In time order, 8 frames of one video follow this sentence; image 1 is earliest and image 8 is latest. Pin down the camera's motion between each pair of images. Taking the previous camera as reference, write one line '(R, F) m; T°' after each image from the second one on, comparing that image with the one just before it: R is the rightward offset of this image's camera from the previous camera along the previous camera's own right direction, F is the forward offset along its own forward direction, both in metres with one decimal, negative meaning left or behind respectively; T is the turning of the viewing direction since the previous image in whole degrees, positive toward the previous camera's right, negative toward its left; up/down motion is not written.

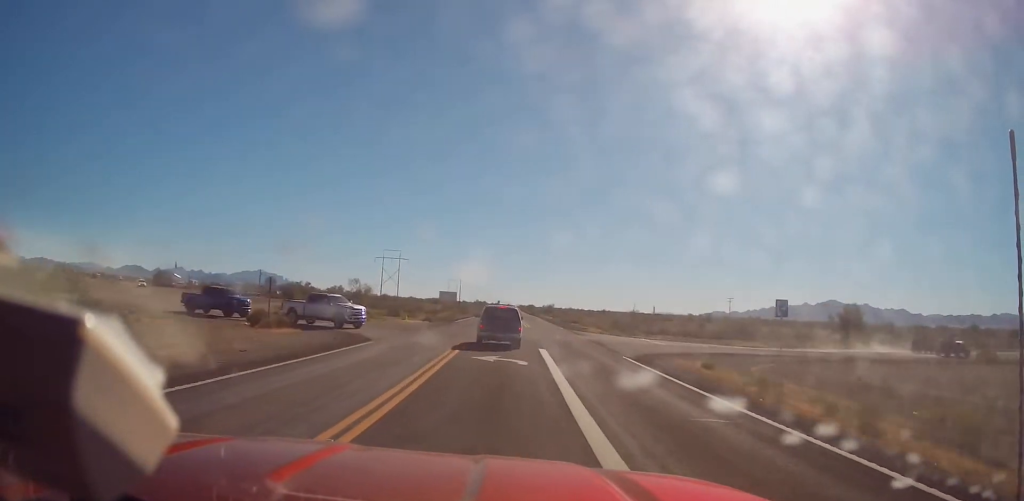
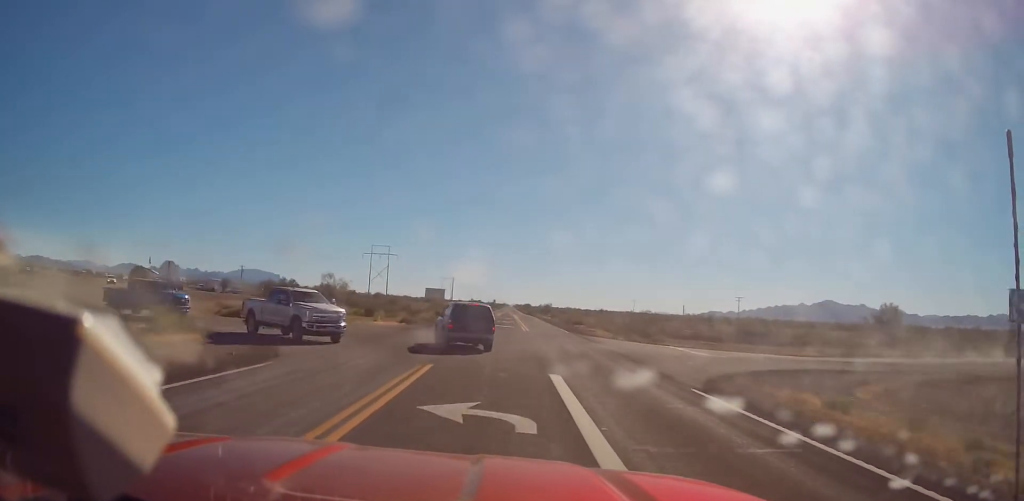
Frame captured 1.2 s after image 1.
(+0.2, +9.1) m; -4°
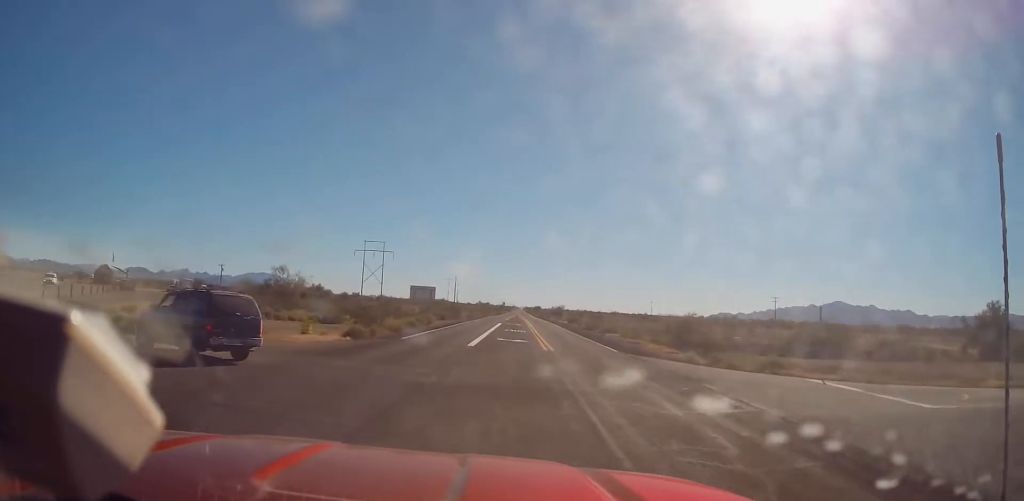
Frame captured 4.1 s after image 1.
(-1.5, +18.6) m; -20°
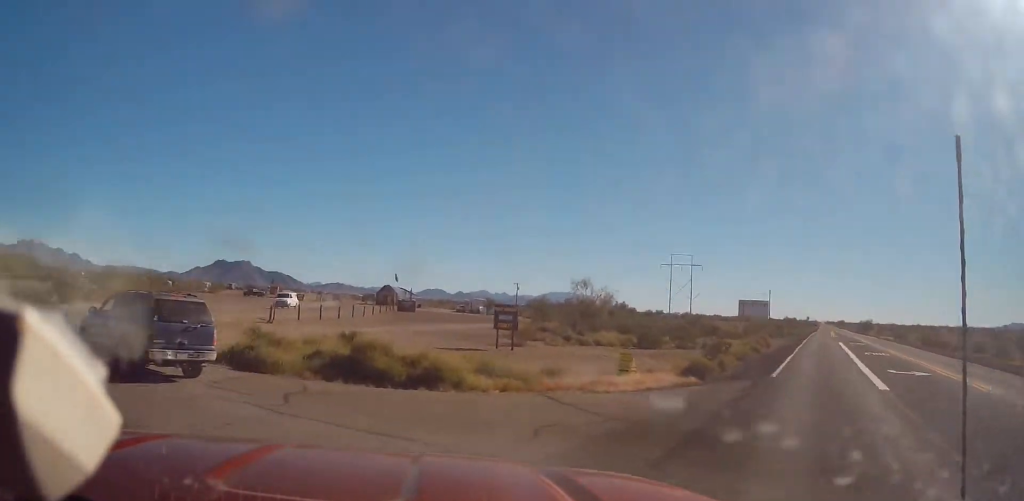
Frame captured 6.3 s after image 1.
(-1.5, +10.6) m; -22°
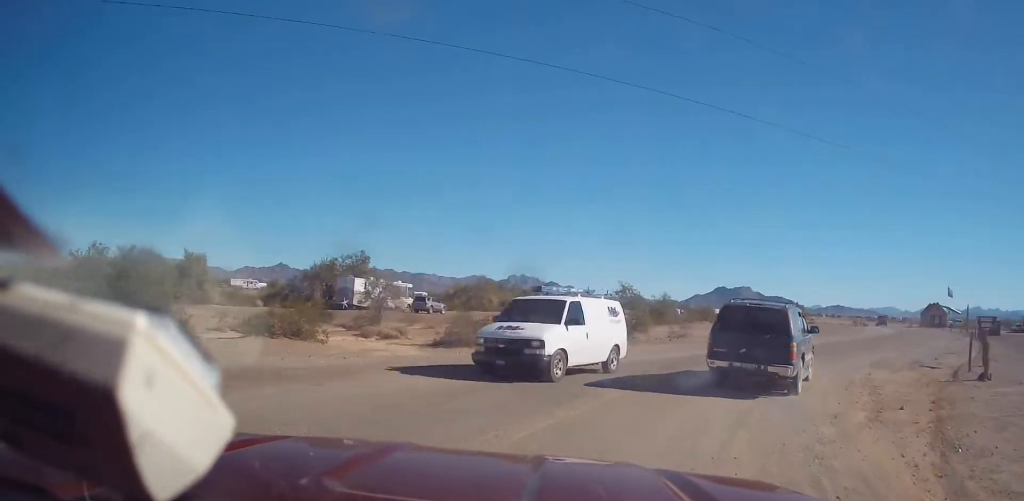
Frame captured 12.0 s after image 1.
(-6.9, +21.0) m; -7°
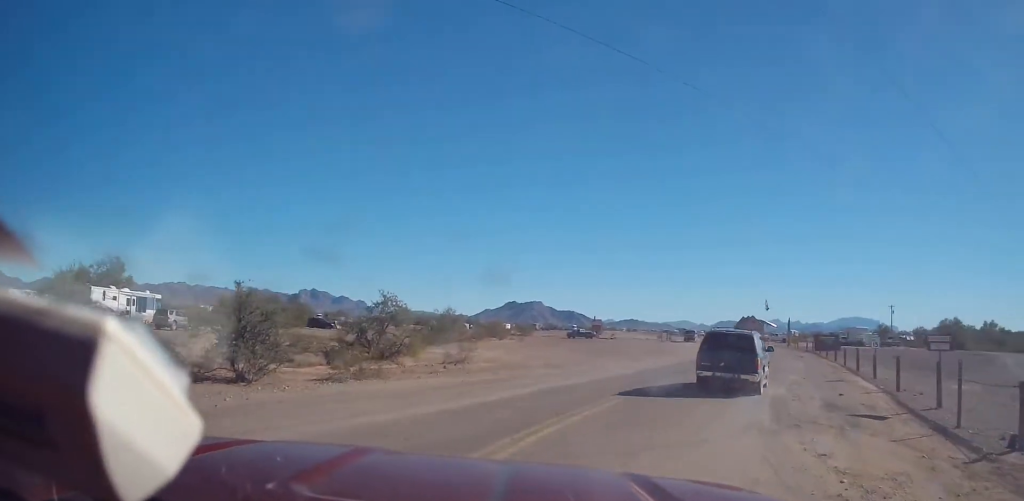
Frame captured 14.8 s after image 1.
(+1.6, +10.5) m; +15°
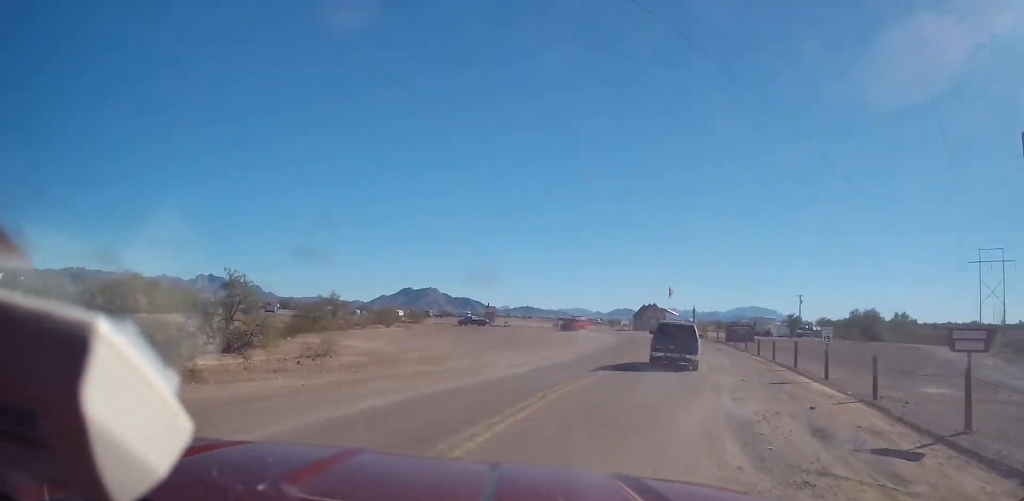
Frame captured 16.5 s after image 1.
(+0.6, +6.9) m; +5°
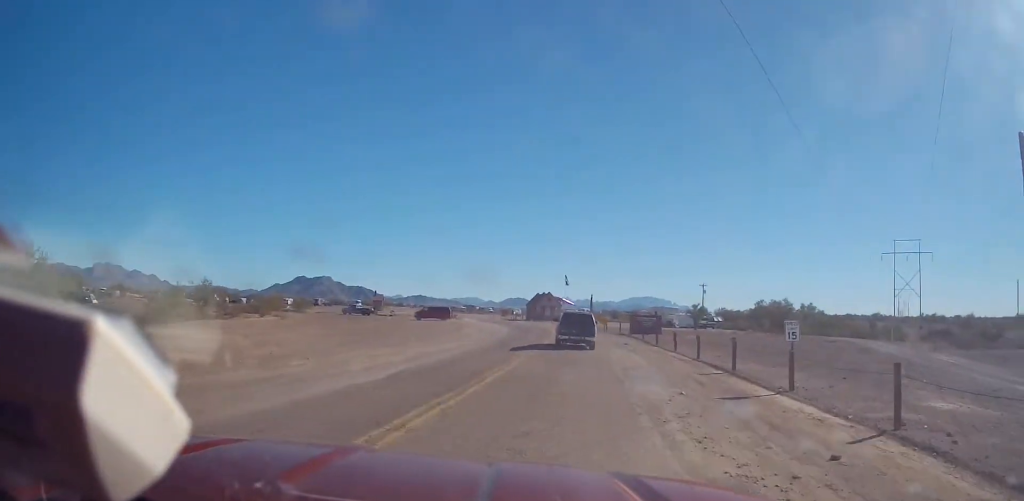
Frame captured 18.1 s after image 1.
(+0.2, +7.2) m; +5°
